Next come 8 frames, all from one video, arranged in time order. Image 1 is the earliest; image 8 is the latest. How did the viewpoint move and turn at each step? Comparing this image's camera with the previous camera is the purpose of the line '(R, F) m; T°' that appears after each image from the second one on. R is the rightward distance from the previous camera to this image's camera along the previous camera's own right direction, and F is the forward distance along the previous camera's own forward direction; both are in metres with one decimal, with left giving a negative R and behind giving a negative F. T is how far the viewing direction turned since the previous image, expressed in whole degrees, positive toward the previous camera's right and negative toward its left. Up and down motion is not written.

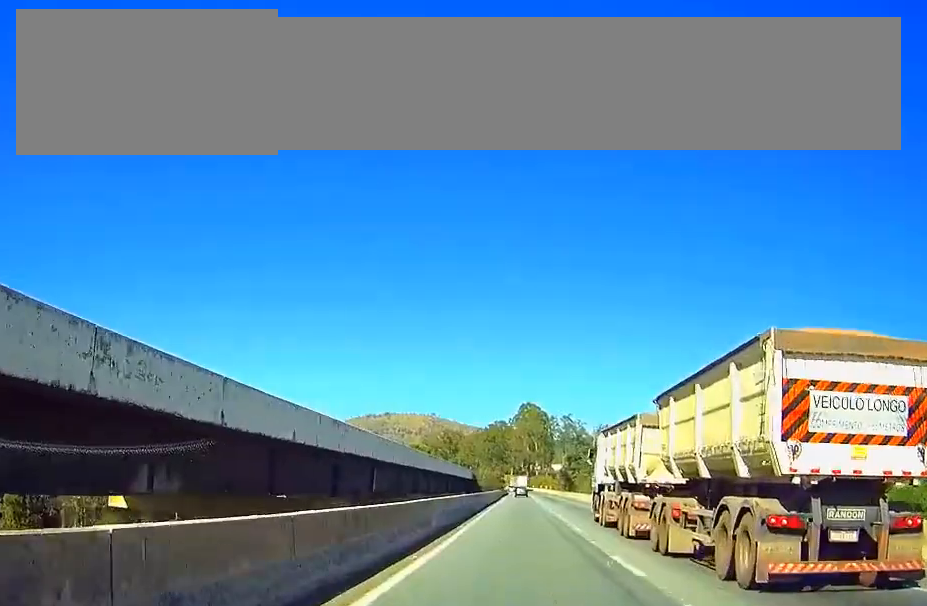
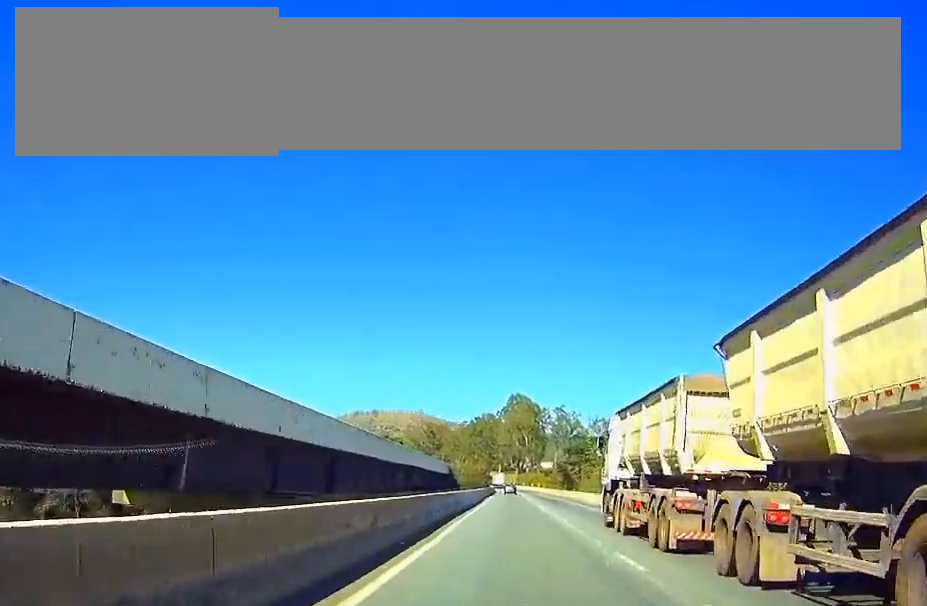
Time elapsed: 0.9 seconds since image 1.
(0.0, +24.5) m; +1°
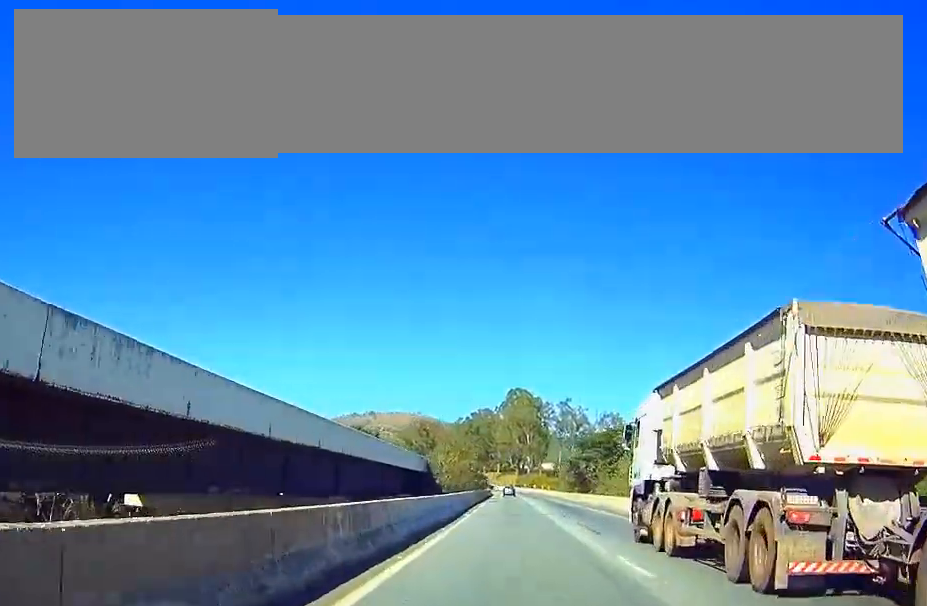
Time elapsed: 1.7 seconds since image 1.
(+0.1, +24.0) m; 0°
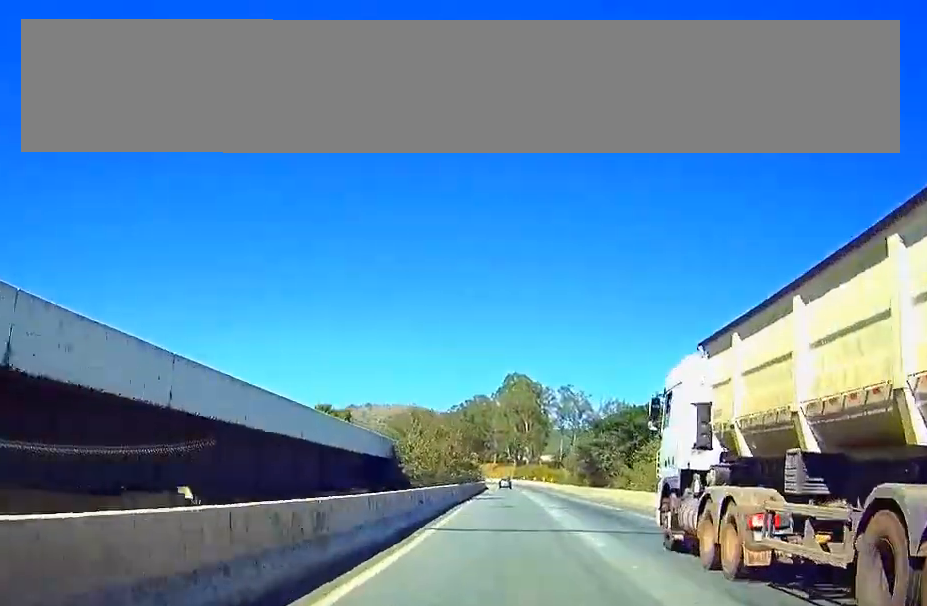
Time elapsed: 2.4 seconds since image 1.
(+0.4, +18.2) m; -2°
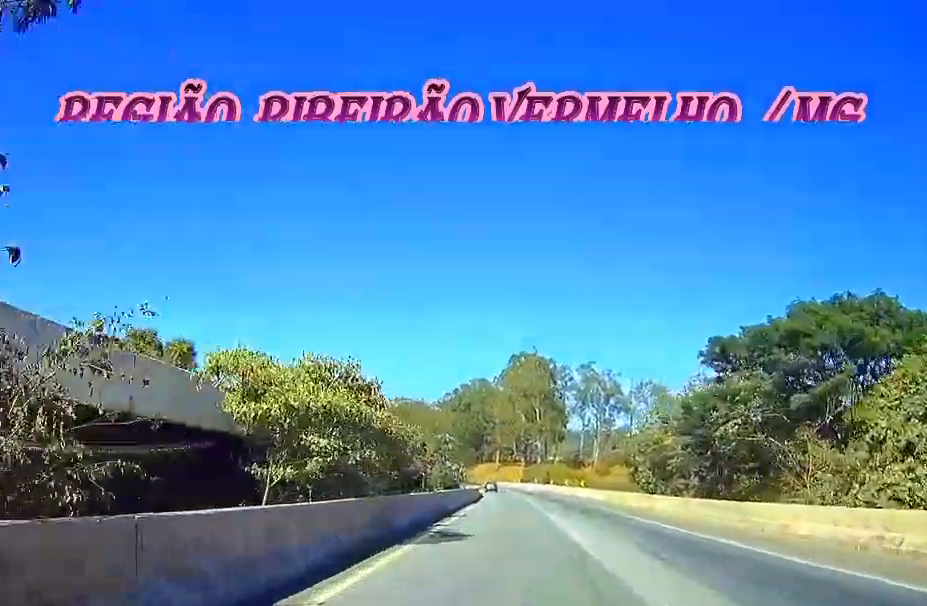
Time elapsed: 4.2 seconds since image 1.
(-2.8, +49.2) m; -3°
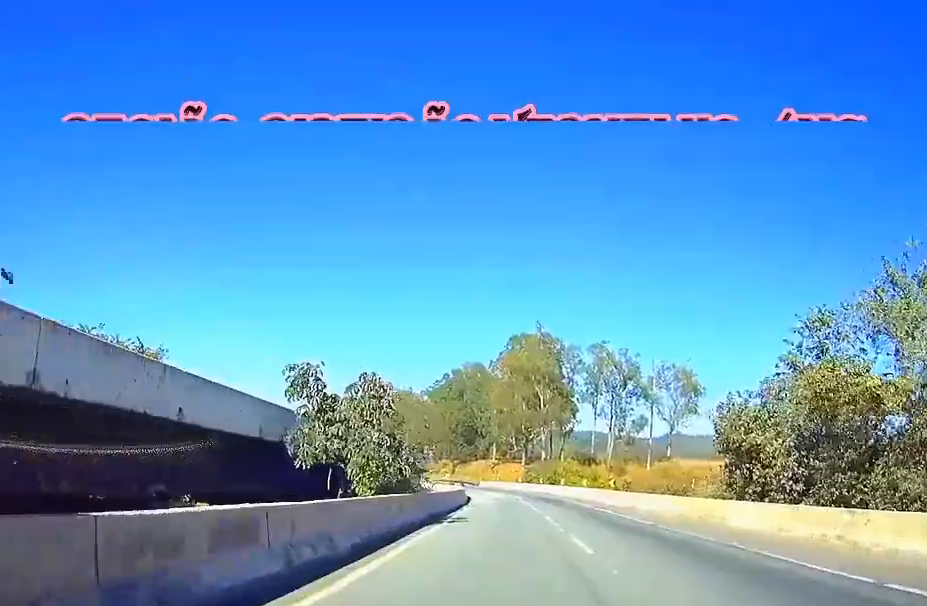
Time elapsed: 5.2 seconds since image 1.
(0.0, +26.9) m; 0°
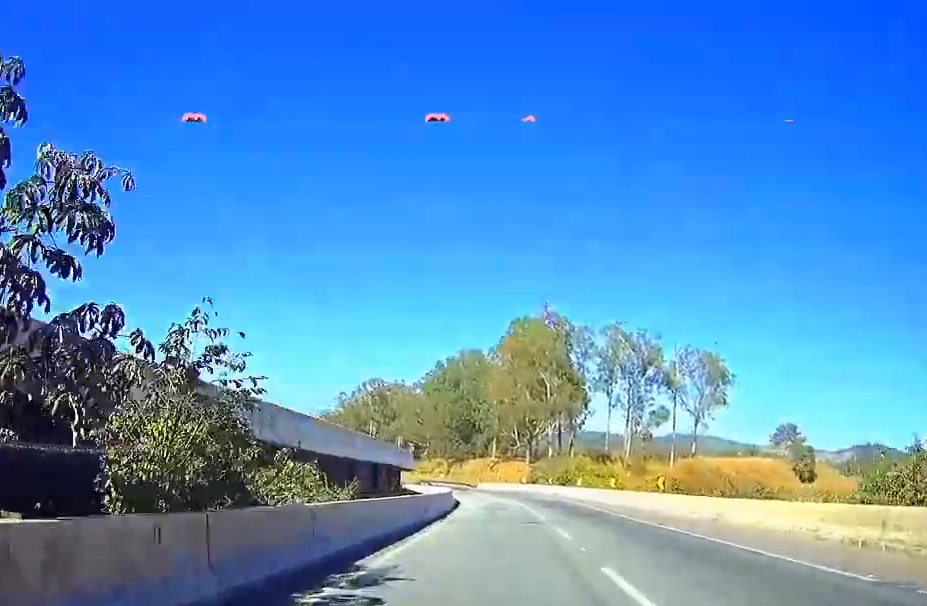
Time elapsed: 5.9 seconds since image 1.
(0.0, +19.6) m; 0°
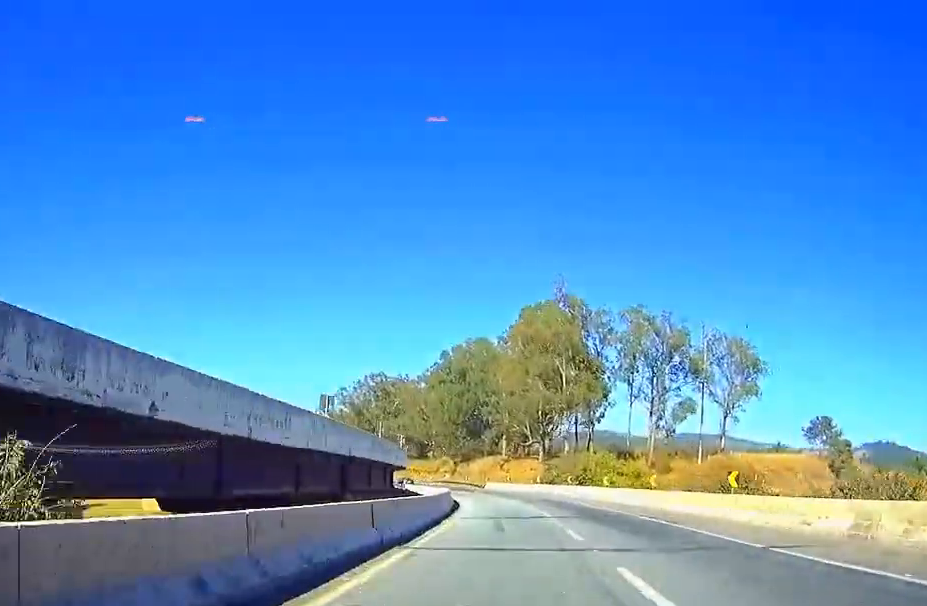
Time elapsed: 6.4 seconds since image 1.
(0.0, +12.4) m; 0°
